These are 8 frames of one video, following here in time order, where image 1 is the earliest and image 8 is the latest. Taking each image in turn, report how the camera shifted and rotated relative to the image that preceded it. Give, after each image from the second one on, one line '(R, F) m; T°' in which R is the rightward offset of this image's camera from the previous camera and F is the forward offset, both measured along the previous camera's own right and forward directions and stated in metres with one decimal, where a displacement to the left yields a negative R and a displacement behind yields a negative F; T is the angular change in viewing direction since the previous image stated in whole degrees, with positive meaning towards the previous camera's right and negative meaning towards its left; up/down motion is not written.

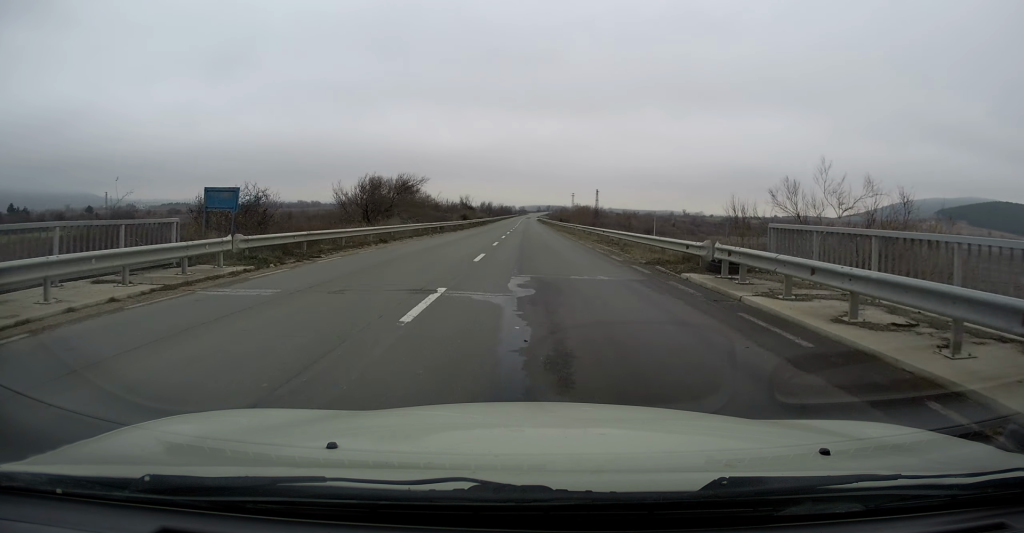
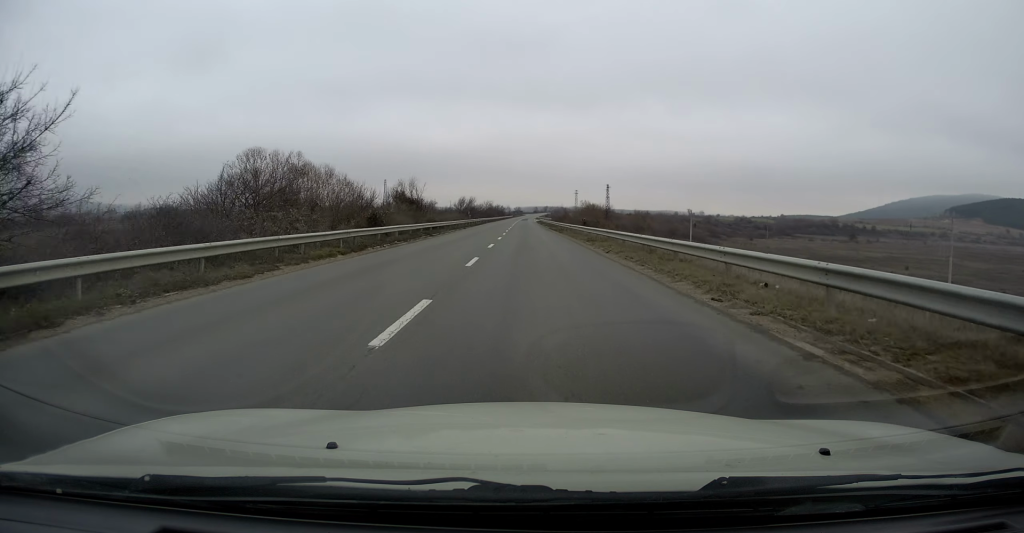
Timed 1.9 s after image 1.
(+0.3, +39.5) m; +1°
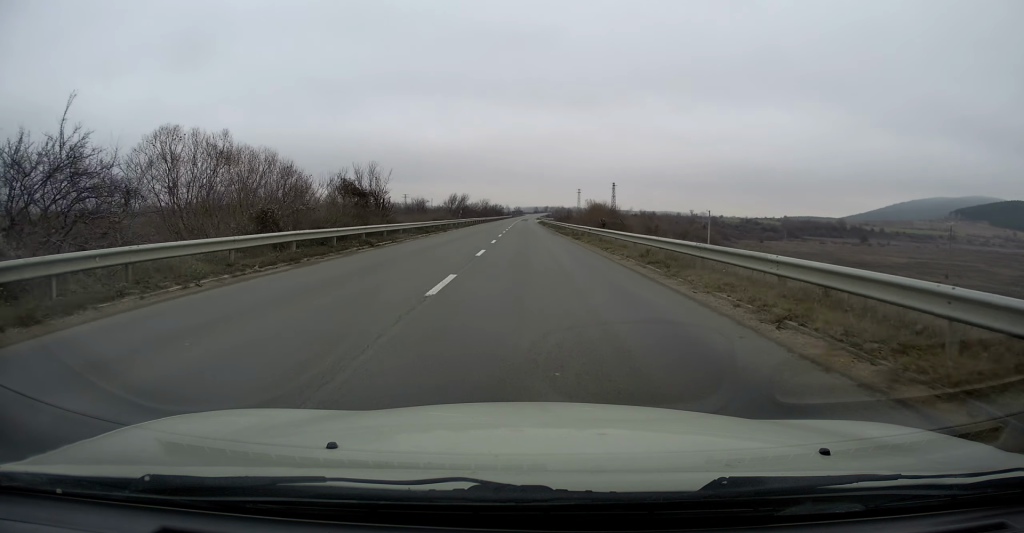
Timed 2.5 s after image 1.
(0.0, +13.1) m; 0°
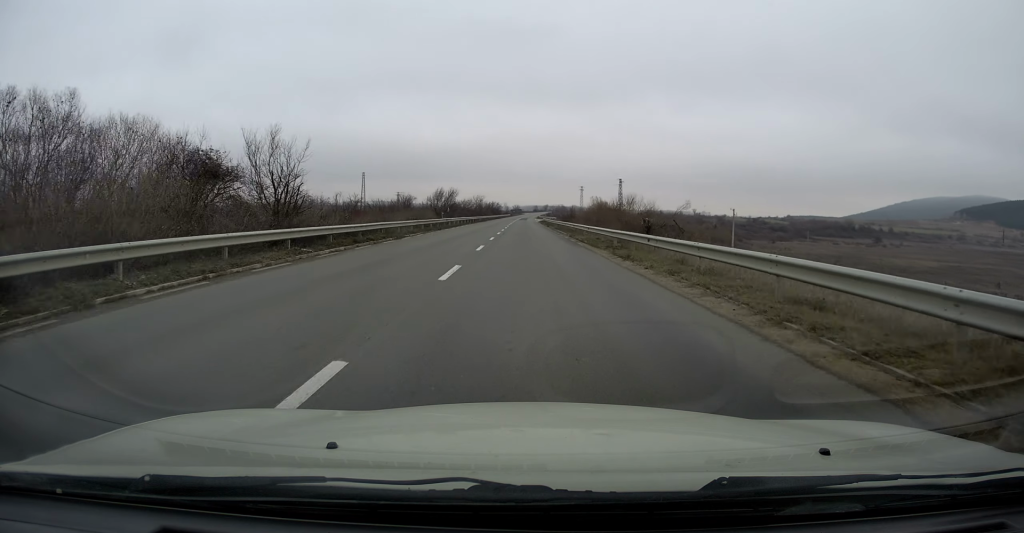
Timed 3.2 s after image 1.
(0.0, +15.5) m; 0°
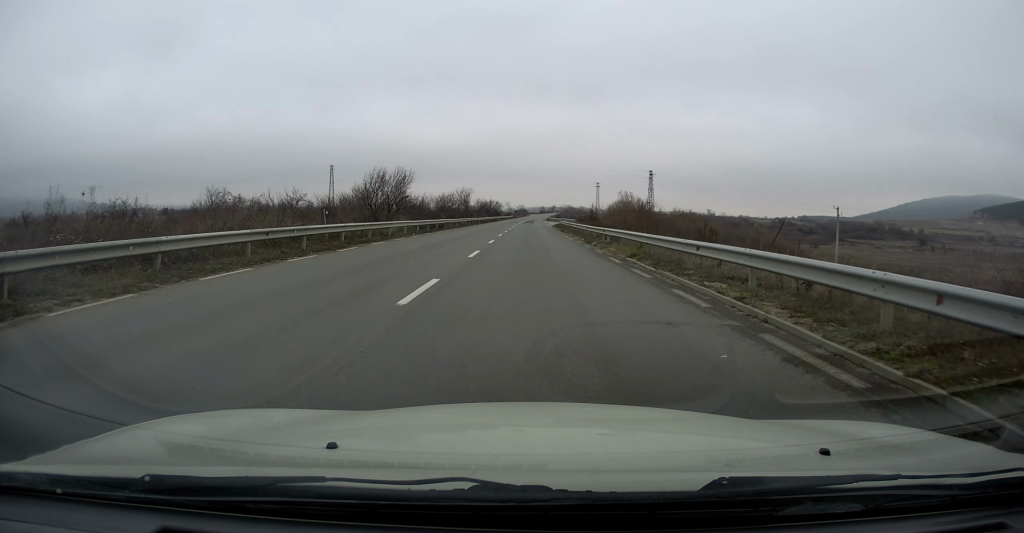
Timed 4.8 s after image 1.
(-0.3, +43.1) m; 0°
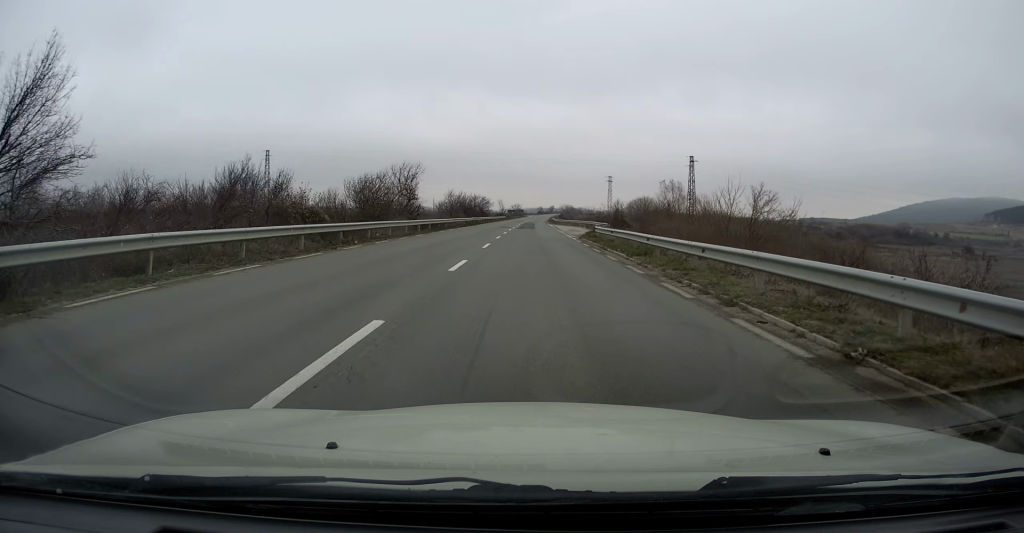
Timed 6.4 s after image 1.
(+0.2, +45.7) m; +1°
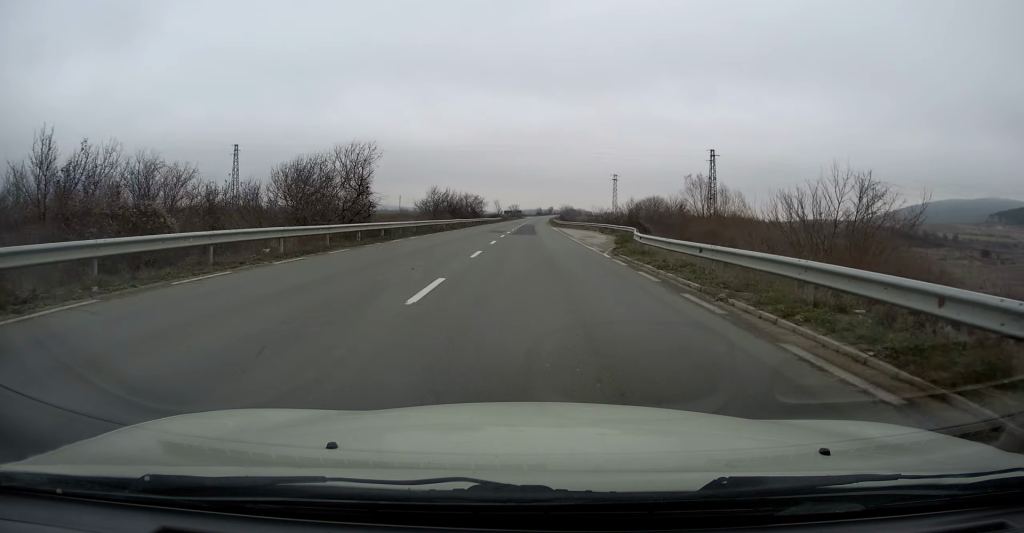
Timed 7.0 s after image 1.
(+0.2, +14.5) m; 0°
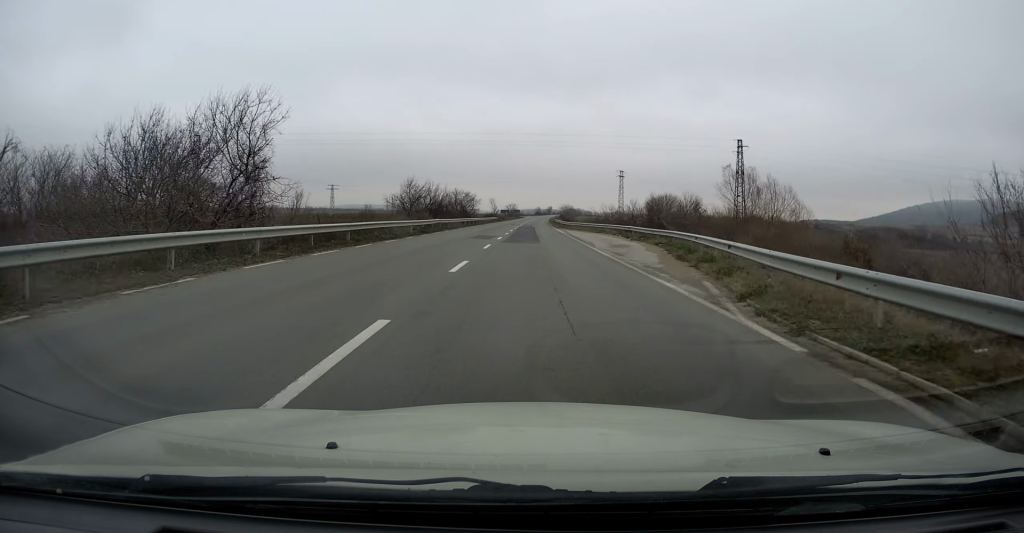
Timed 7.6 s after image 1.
(0.0, +14.3) m; 0°
